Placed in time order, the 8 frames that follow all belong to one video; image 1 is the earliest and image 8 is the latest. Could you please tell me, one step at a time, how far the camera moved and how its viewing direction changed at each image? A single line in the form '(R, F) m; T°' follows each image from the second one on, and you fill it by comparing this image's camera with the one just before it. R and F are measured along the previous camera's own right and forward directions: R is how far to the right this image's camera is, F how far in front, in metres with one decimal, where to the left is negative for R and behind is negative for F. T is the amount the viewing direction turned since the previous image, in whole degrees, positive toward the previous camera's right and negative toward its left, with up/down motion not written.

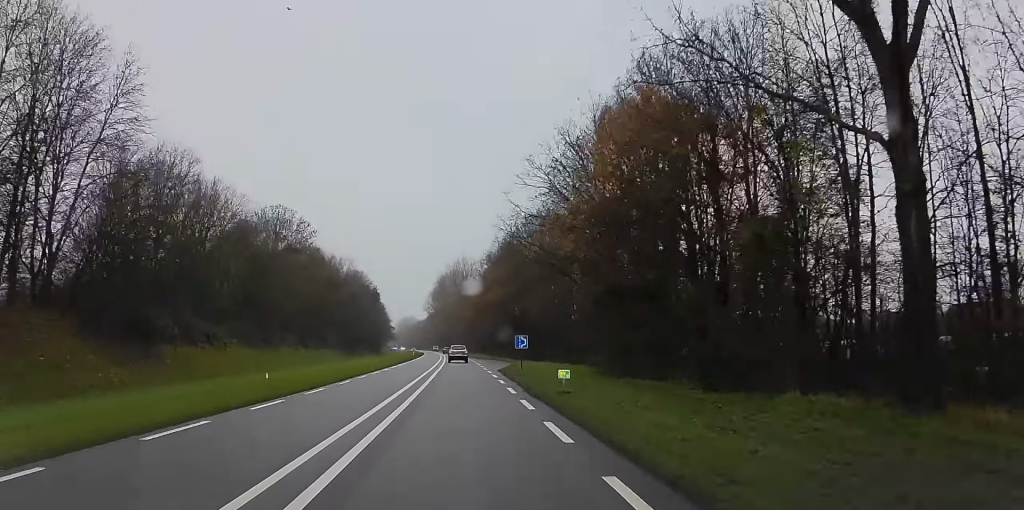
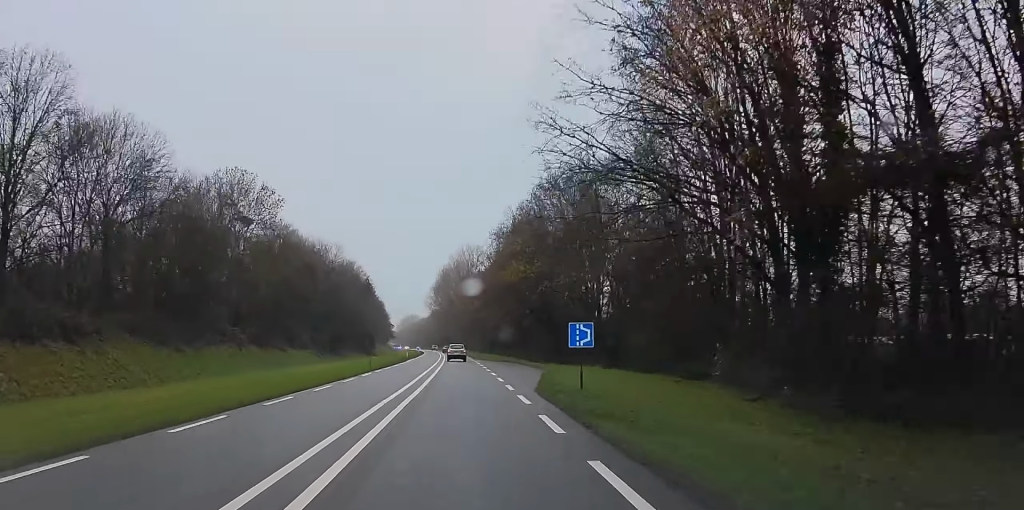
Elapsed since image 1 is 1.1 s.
(0.0, +23.2) m; -1°
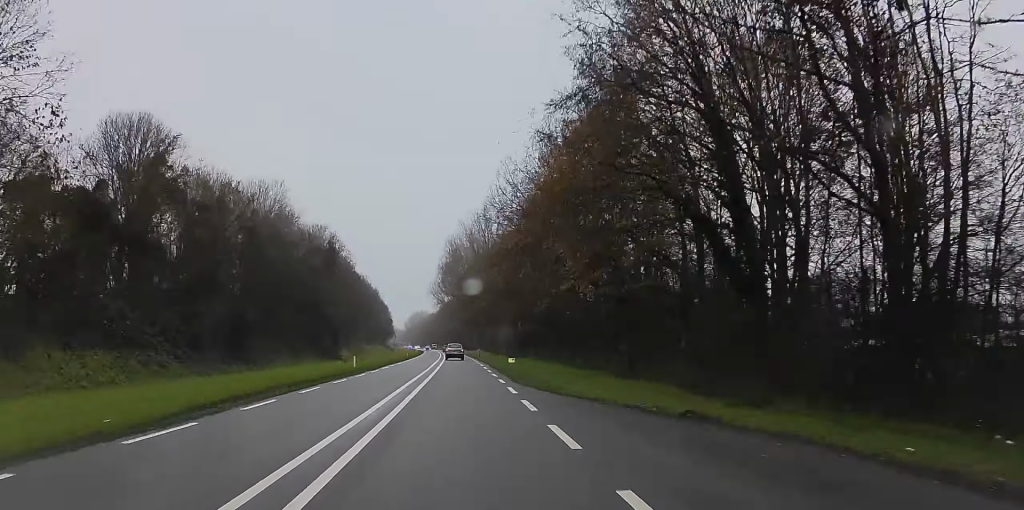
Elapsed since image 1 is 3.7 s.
(-1.6, +55.9) m; -3°
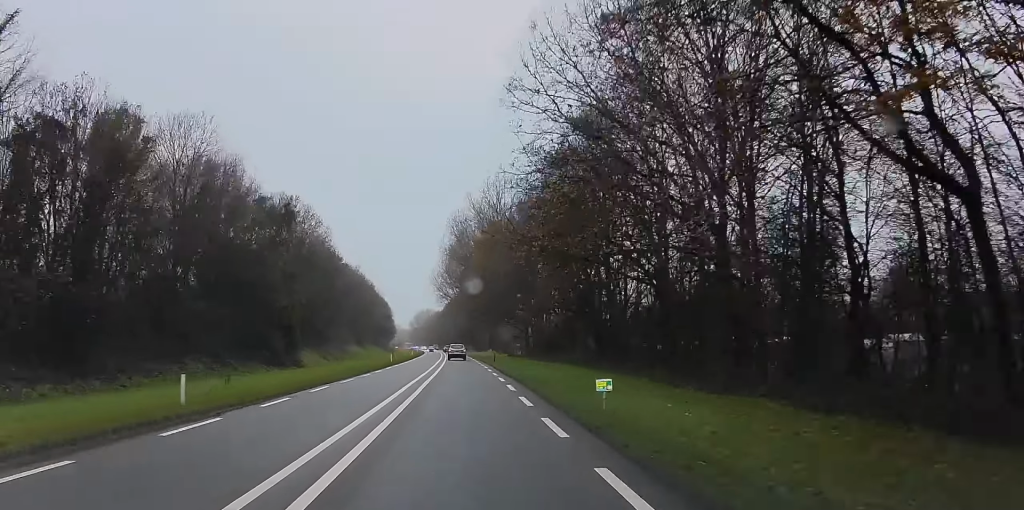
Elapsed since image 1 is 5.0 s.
(0.0, +28.2) m; 0°
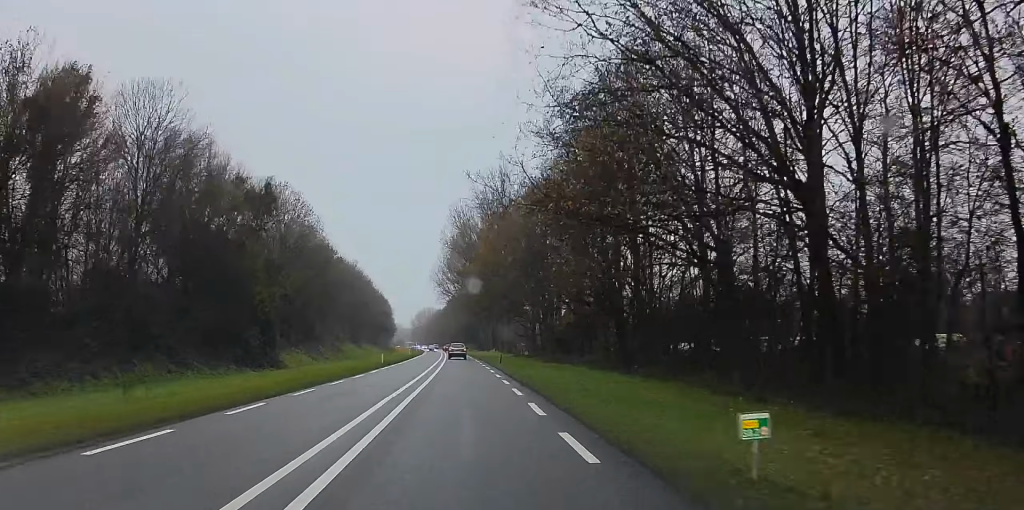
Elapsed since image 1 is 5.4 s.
(0.0, +8.5) m; 0°
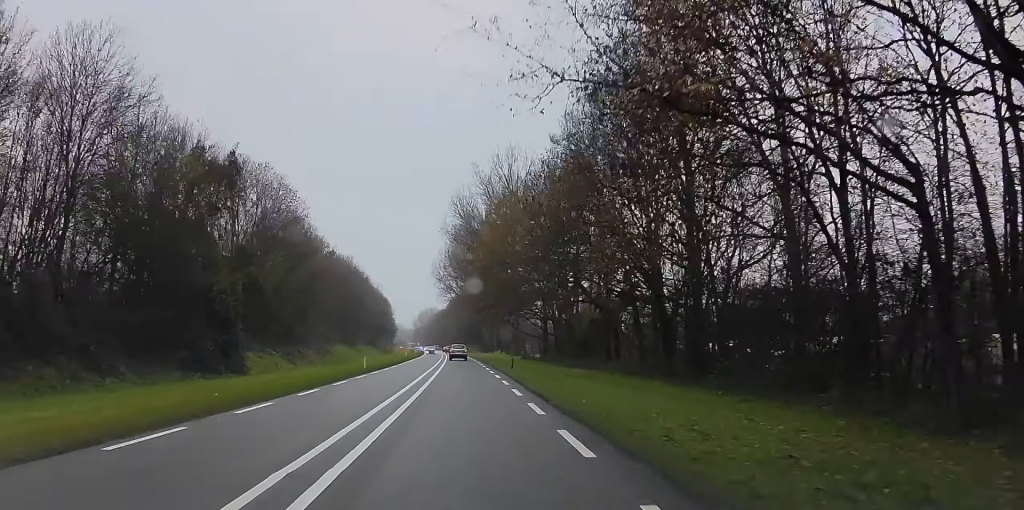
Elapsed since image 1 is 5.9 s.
(0.0, +11.1) m; 0°
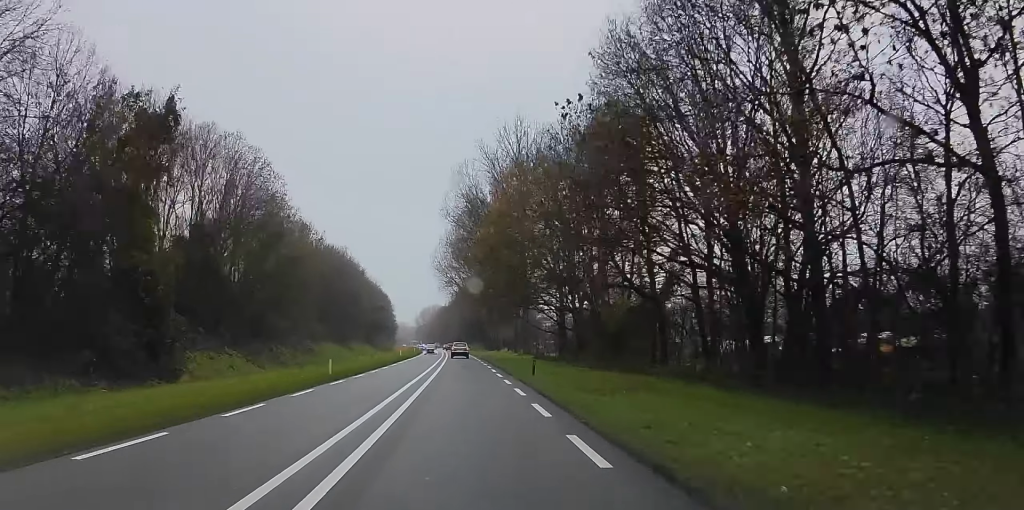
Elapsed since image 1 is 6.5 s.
(0.0, +12.8) m; 0°
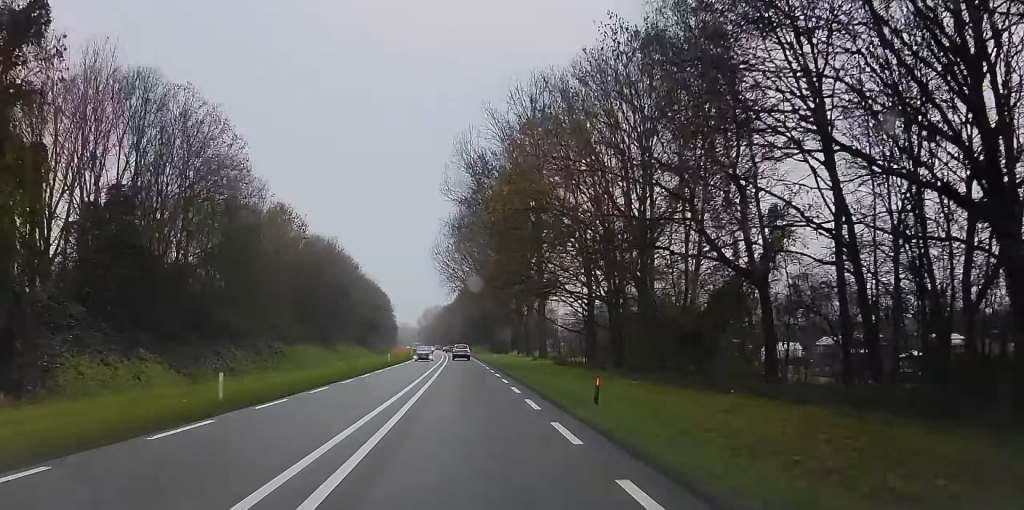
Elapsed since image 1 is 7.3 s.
(0.0, +16.2) m; +1°
